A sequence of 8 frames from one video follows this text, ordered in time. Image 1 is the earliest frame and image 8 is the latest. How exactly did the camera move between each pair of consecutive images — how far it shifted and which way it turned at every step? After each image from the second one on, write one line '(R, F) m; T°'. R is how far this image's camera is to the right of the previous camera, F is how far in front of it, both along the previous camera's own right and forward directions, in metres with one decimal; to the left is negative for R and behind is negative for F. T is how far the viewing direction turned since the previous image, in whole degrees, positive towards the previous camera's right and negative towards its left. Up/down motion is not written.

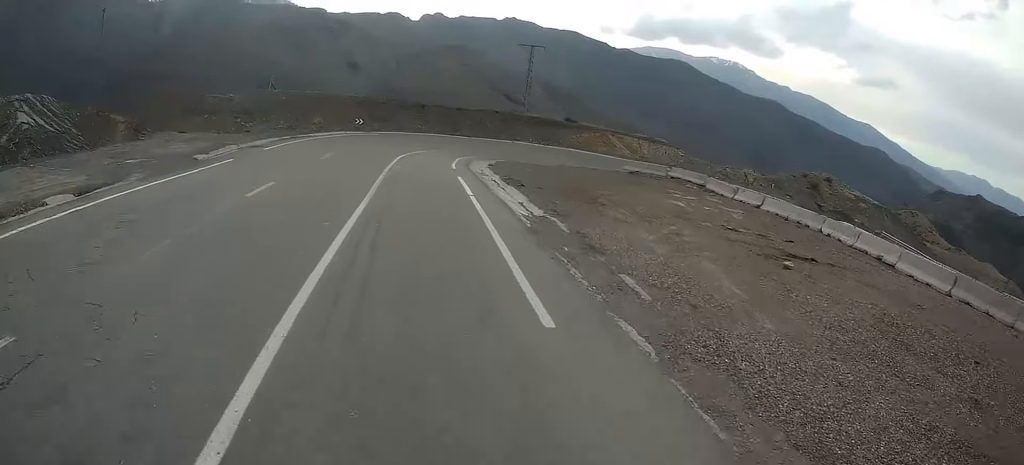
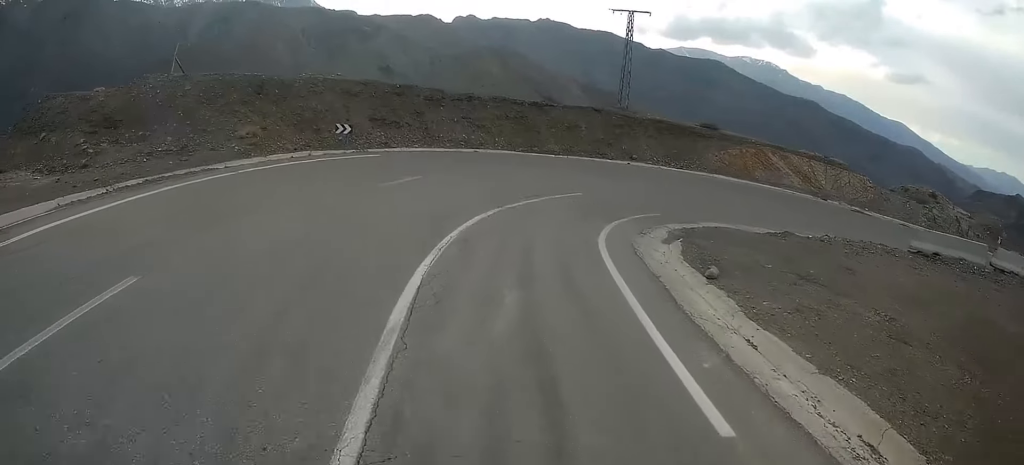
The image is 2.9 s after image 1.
(-1.4, +27.1) m; -6°
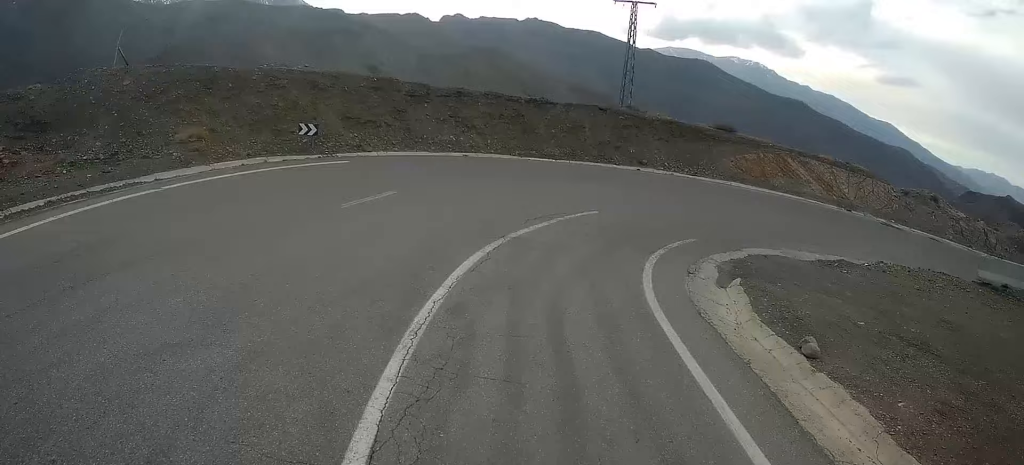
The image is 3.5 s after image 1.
(0.0, +4.4) m; +3°
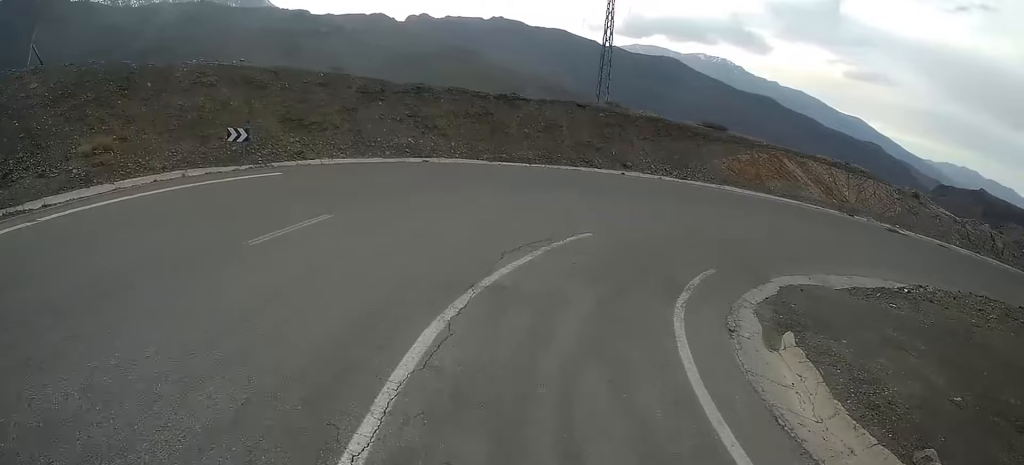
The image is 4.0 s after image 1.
(-0.2, +4.0) m; +3°
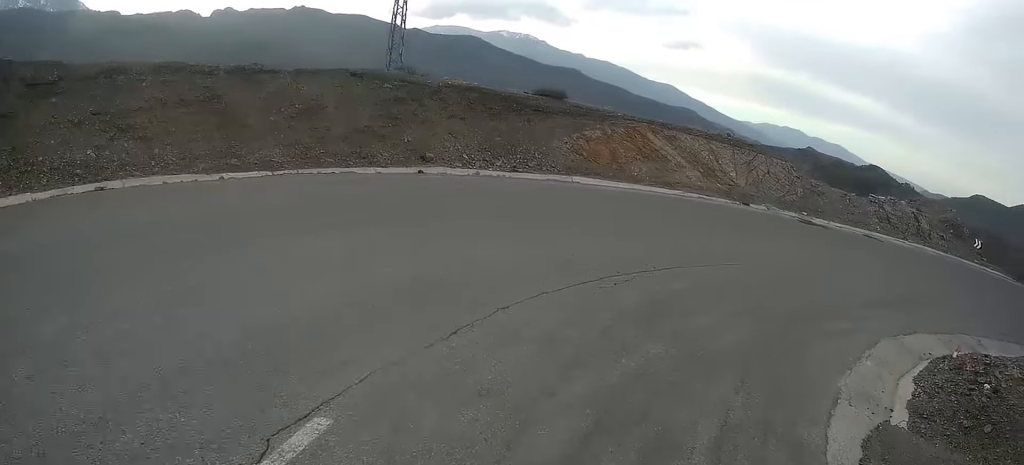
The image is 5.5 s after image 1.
(+2.0, +9.3) m; +23°
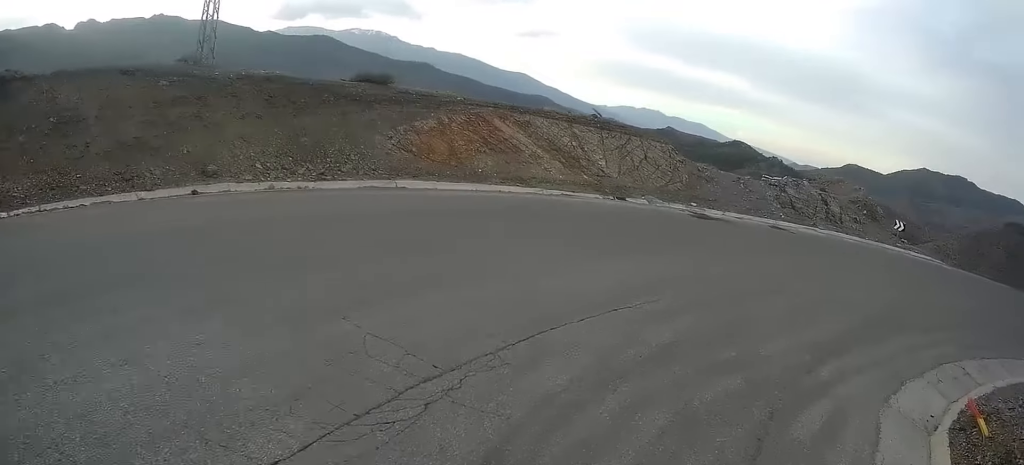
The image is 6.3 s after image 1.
(+0.5, +4.6) m; +21°
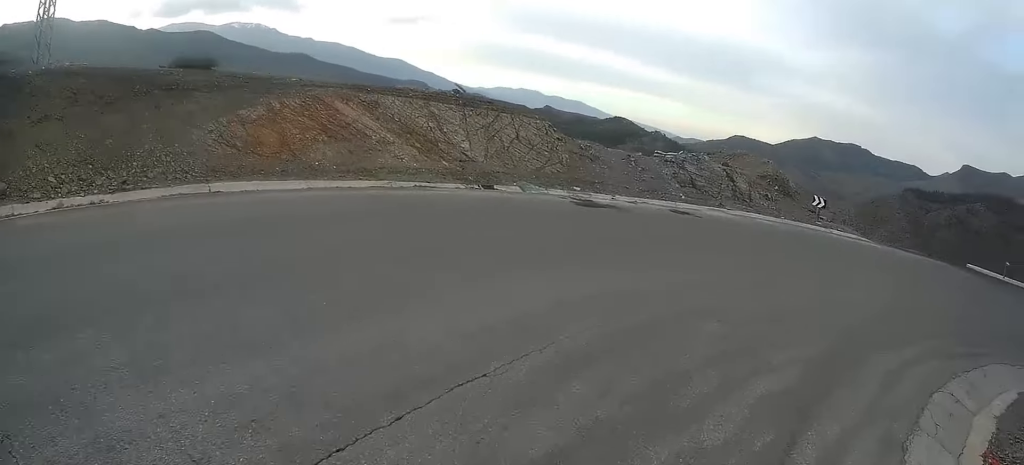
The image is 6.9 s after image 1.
(-0.2, +3.2) m; +23°
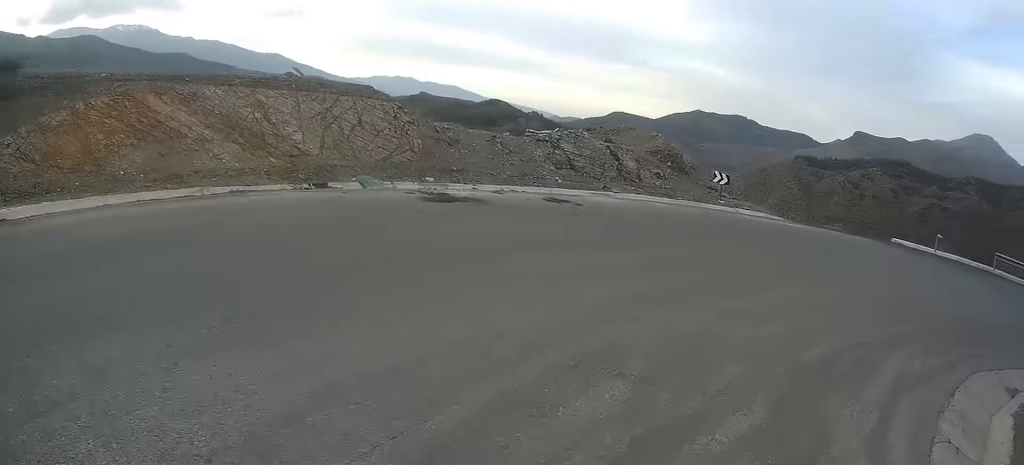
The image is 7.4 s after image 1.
(+1.0, +2.7) m; +19°
